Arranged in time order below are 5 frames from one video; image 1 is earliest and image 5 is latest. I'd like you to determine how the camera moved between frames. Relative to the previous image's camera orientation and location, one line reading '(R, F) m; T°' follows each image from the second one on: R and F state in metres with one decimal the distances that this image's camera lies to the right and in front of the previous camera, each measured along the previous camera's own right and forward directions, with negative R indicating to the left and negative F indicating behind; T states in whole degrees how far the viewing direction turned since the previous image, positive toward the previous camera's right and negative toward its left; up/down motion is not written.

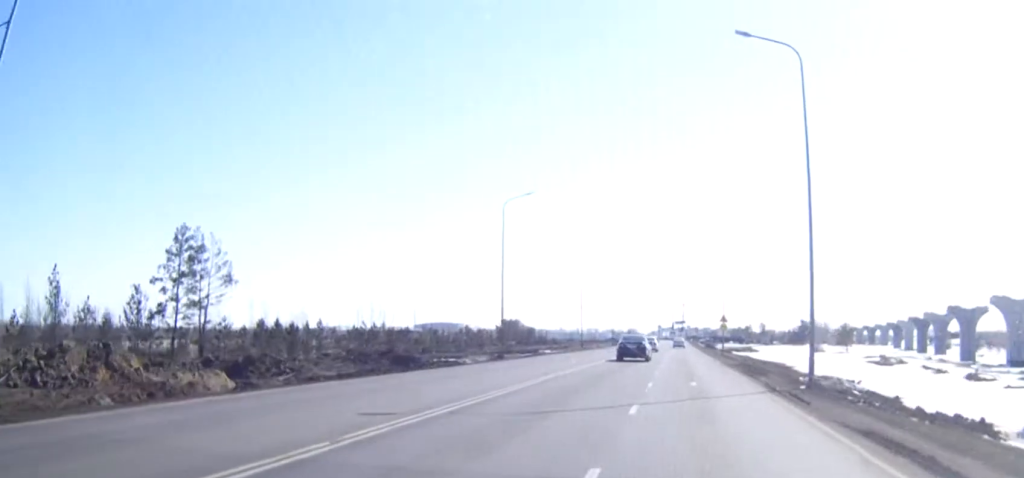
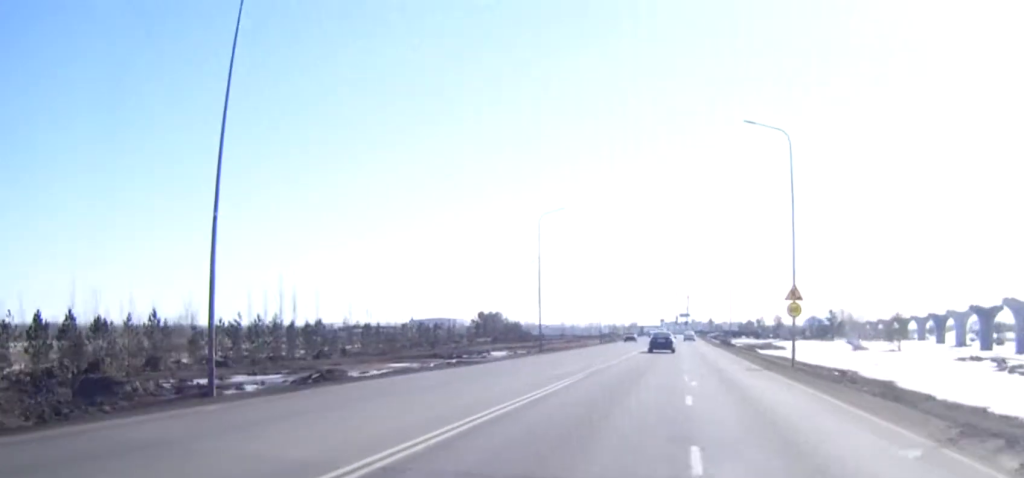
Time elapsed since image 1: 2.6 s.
(0.0, +38.1) m; 0°
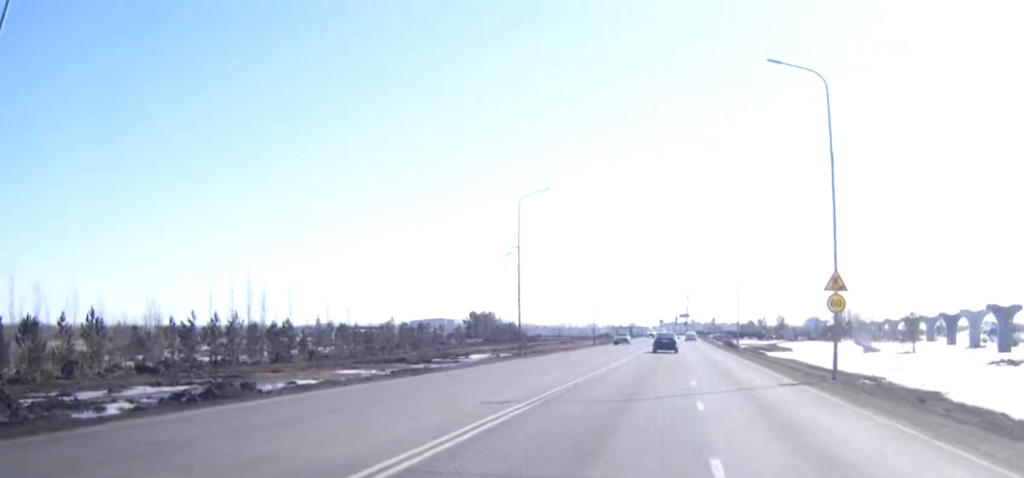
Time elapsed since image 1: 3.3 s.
(0.0, +9.0) m; 0°
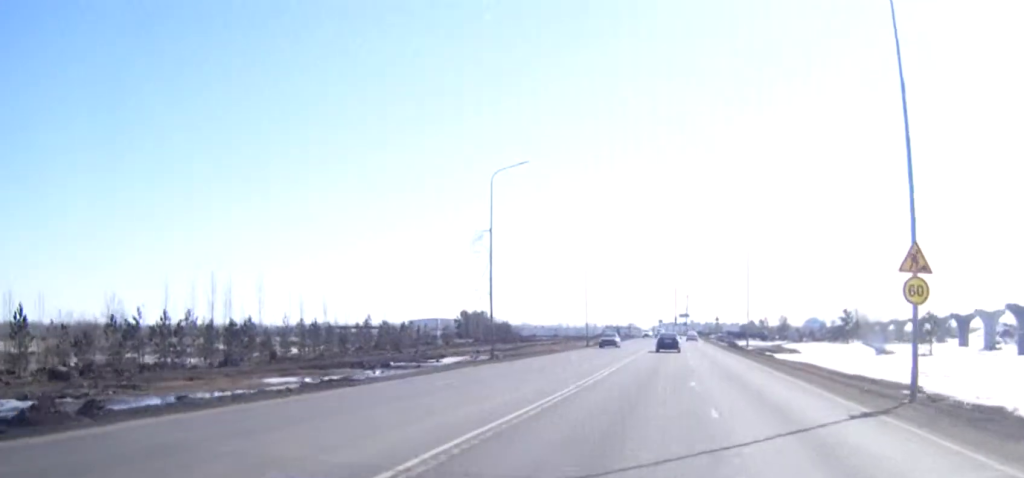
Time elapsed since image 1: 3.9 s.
(0.0, +9.0) m; 0°
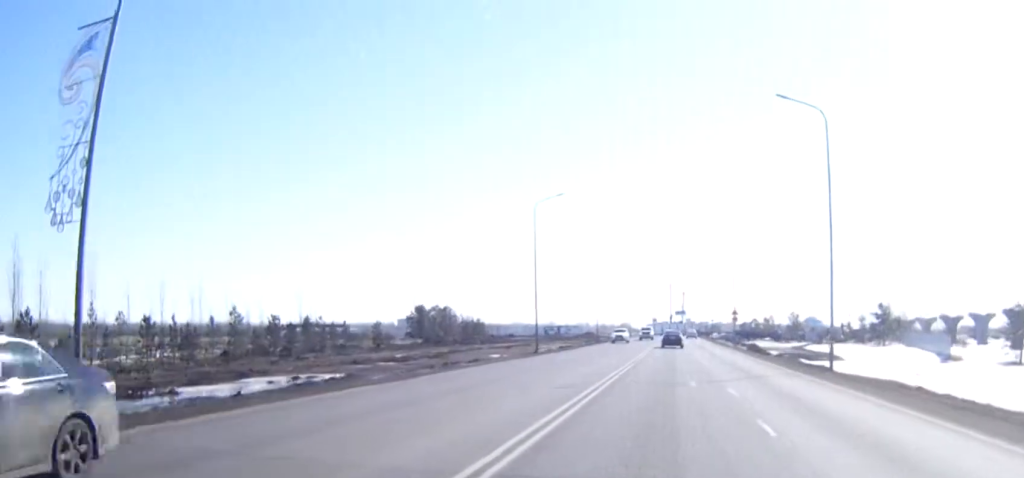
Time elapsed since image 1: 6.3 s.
(+0.1, +34.8) m; +1°
